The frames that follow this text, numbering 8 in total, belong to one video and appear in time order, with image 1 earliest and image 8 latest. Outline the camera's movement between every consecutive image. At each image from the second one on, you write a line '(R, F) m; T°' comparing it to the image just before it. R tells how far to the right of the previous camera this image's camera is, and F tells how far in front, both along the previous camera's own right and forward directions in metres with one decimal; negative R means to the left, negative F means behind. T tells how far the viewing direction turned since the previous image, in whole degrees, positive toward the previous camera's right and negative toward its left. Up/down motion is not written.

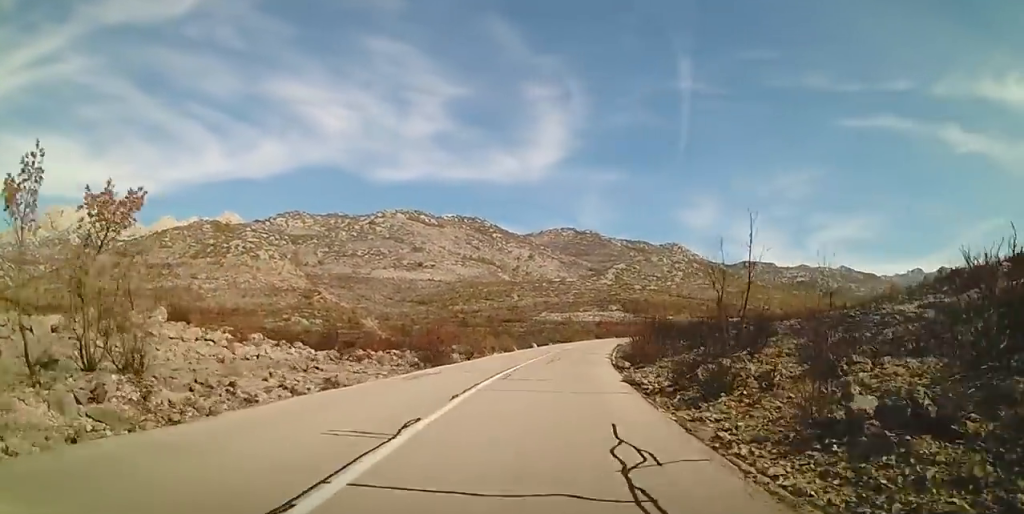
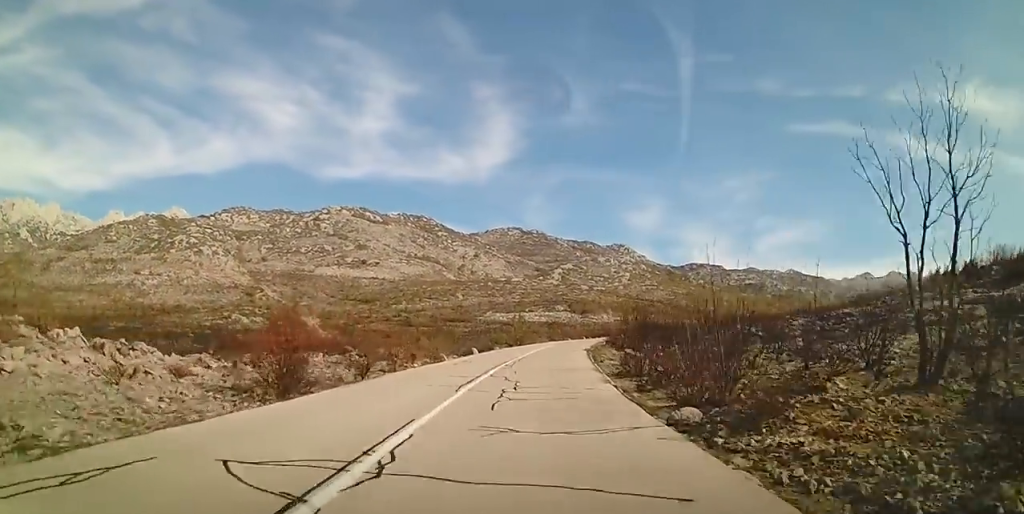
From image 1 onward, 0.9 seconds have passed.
(+0.5, +13.4) m; +3°
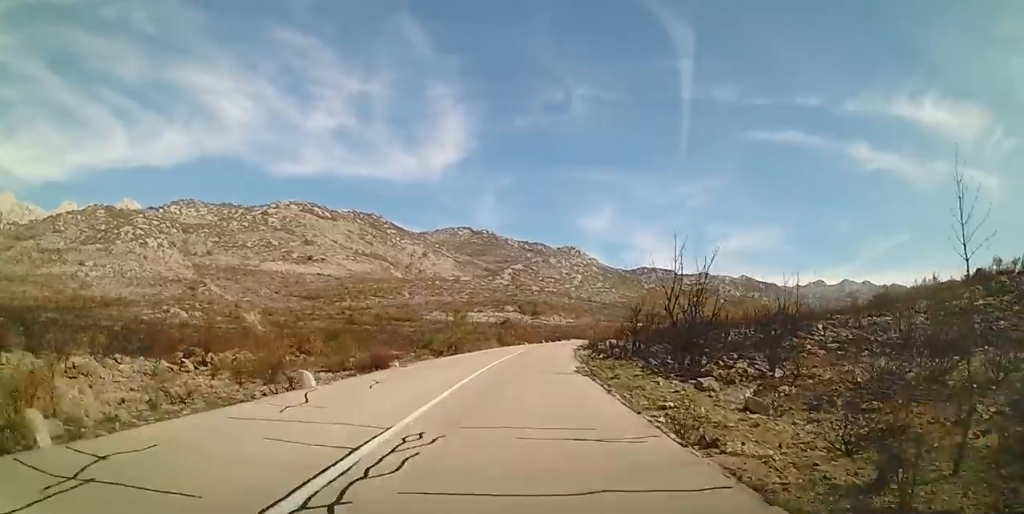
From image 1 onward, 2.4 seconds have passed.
(+0.6, +21.6) m; +3°
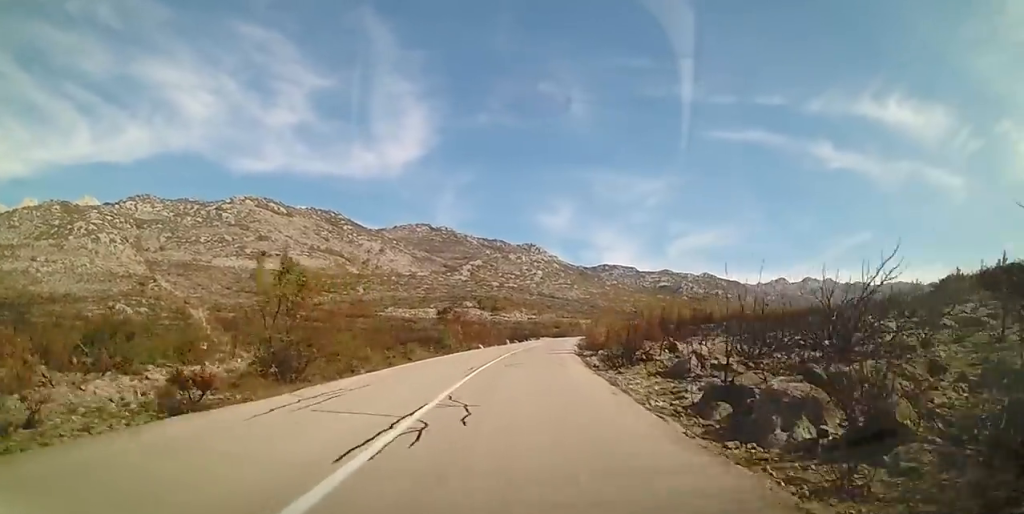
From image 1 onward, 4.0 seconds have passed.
(+1.9, +25.1) m; +7°
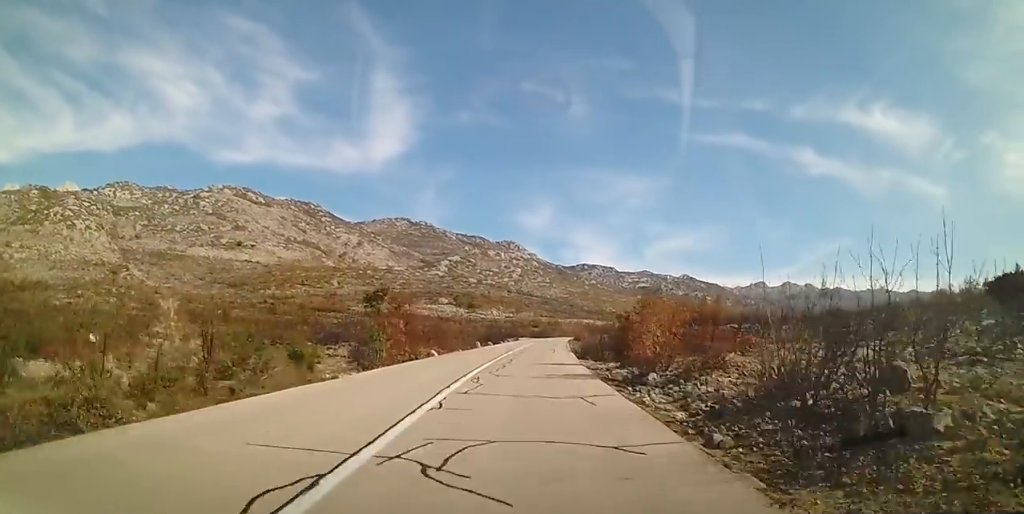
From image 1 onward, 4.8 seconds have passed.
(-0.2, +14.1) m; +1°
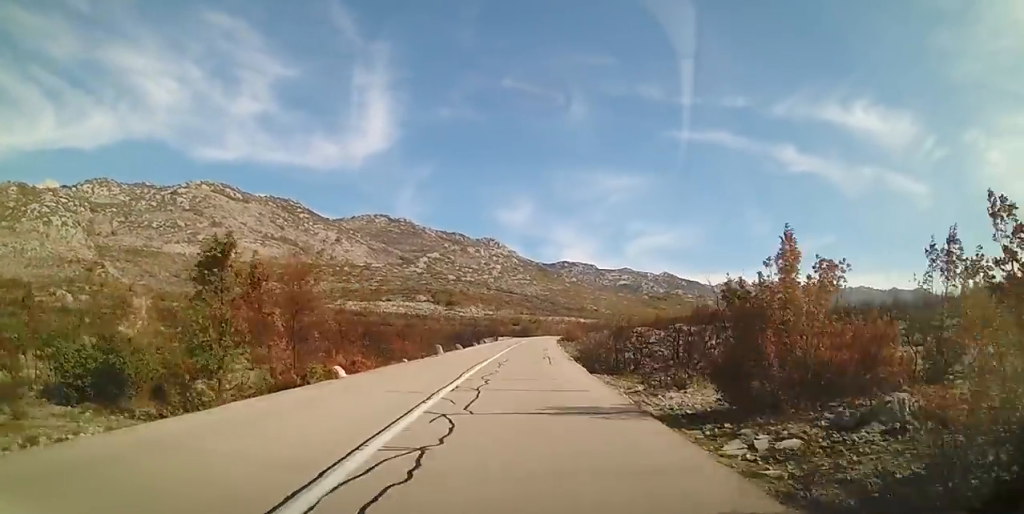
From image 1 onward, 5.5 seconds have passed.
(+0.2, +12.5) m; +1°
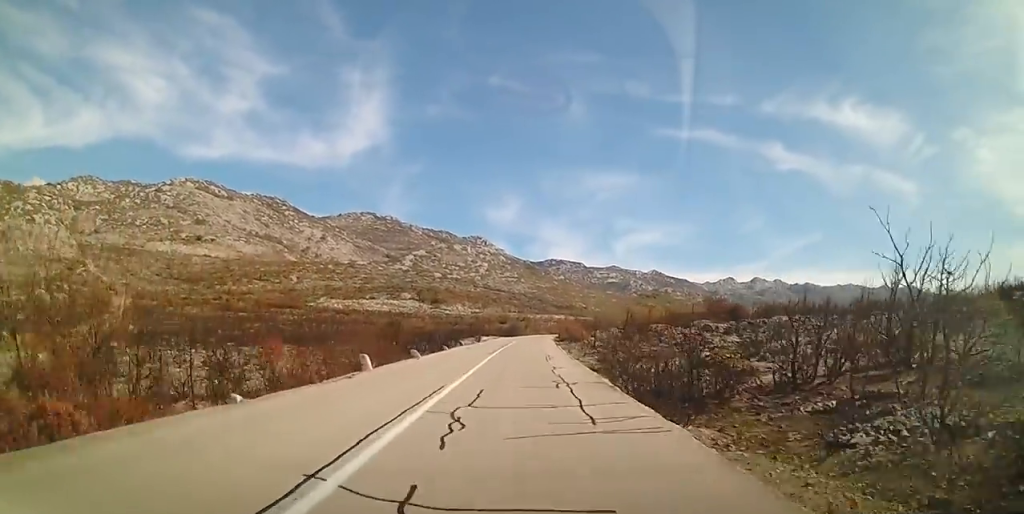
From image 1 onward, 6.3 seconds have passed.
(+0.4, +13.6) m; +1°
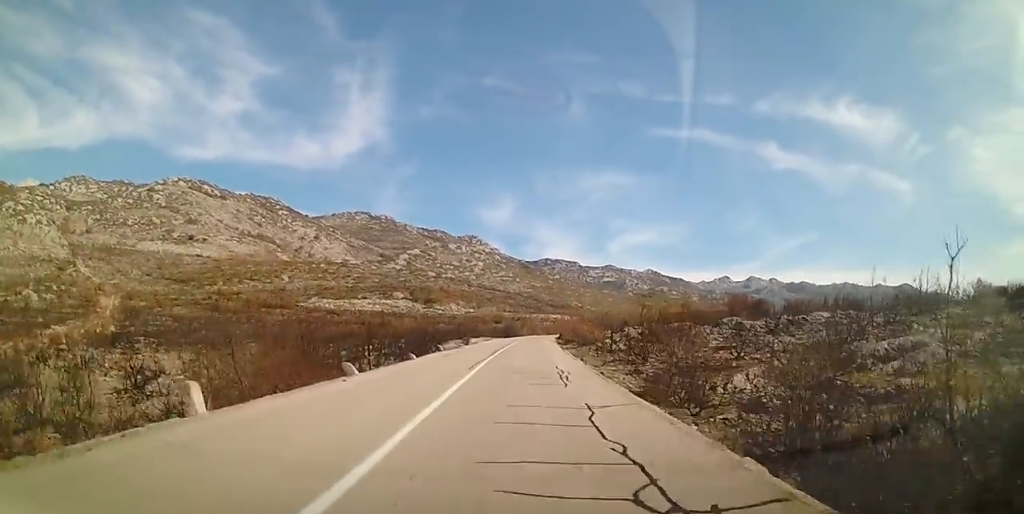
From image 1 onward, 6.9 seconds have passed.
(-0.1, +9.5) m; 0°
